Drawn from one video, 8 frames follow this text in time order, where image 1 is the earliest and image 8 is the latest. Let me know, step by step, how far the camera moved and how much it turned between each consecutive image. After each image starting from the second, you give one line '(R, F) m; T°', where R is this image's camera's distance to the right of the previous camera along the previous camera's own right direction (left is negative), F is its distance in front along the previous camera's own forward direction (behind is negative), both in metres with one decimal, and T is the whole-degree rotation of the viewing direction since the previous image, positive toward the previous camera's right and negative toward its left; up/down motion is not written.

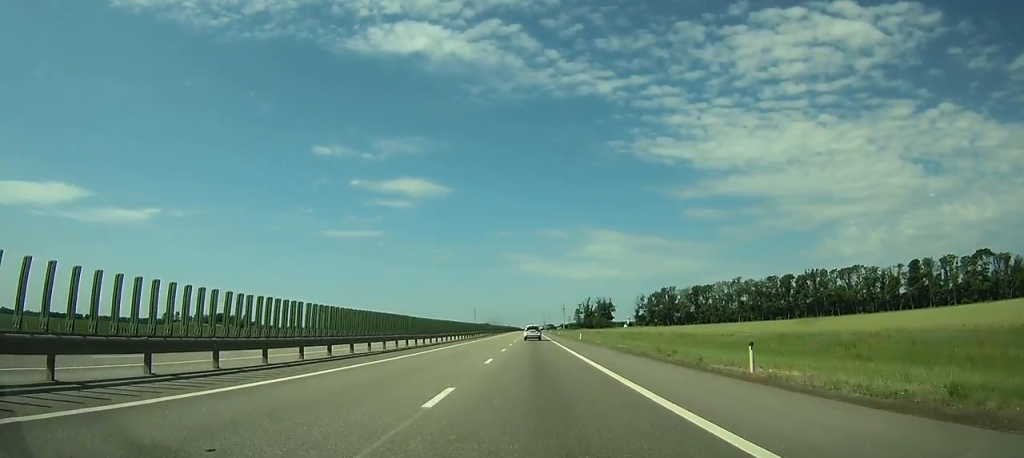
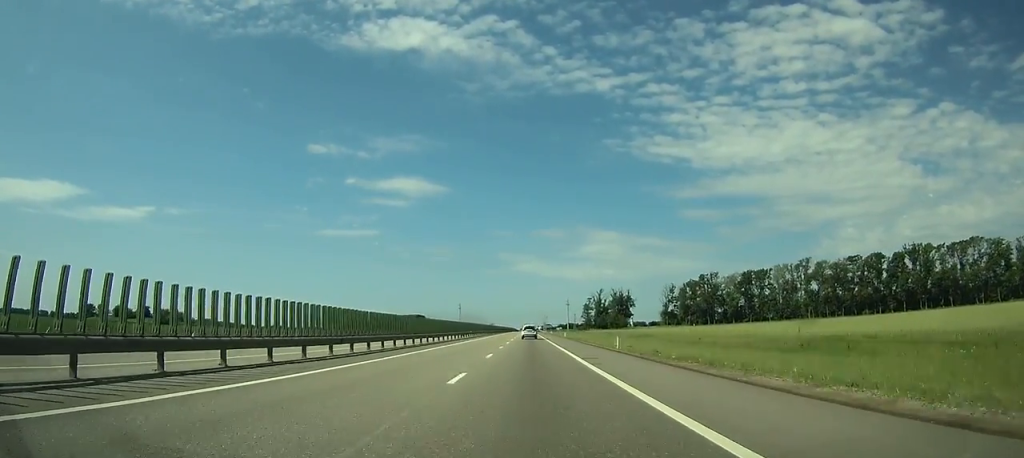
(+0.2, +80.8) m; 0°
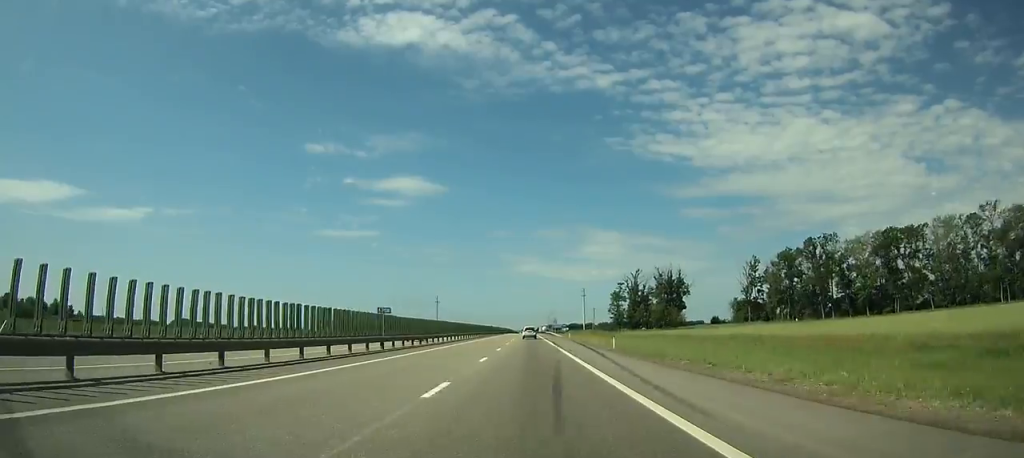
(+0.3, +101.3) m; 0°
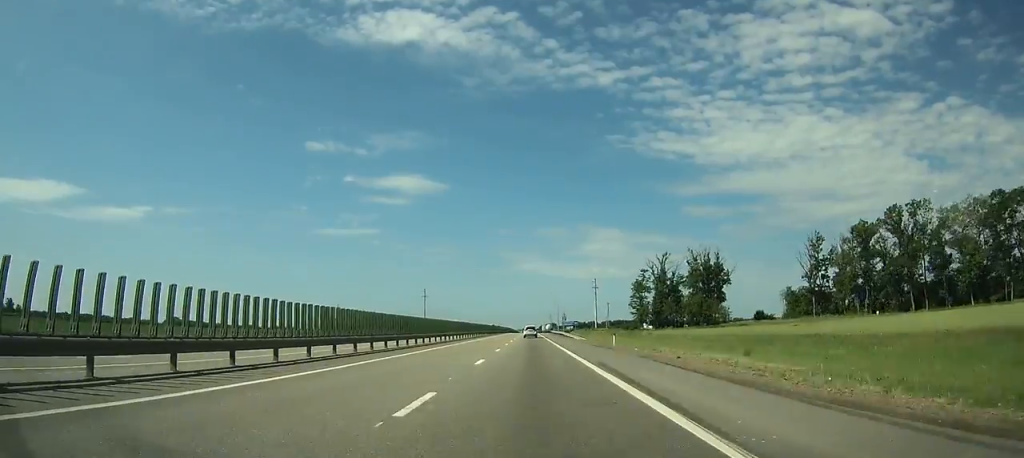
(0.0, +38.4) m; 0°
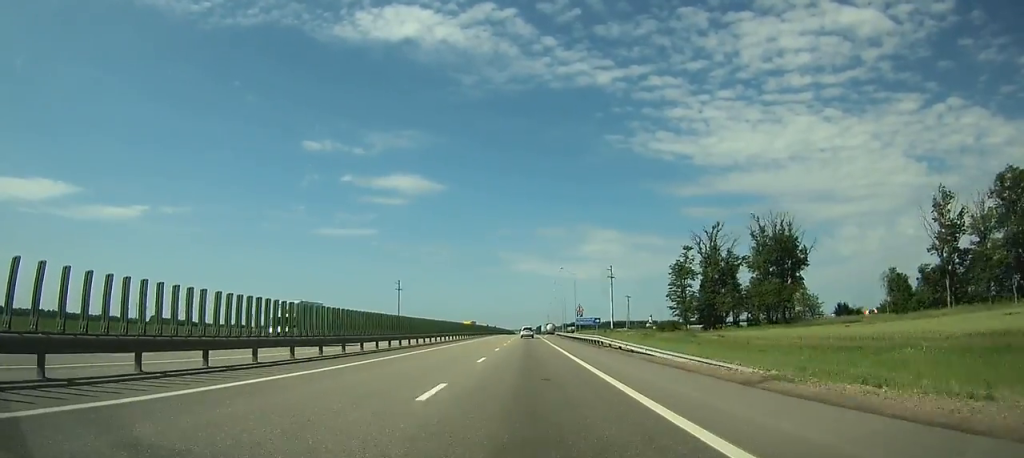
(-0.1, +46.0) m; 0°
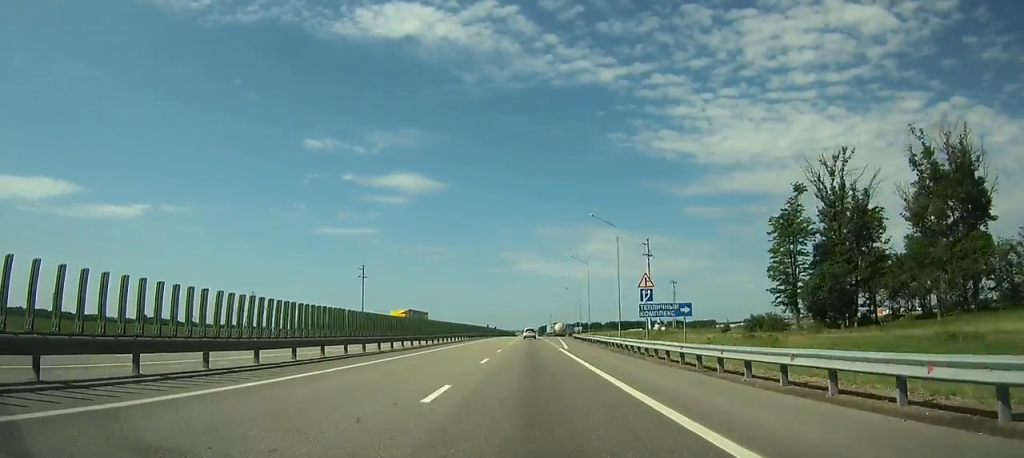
(-0.1, +47.1) m; 0°
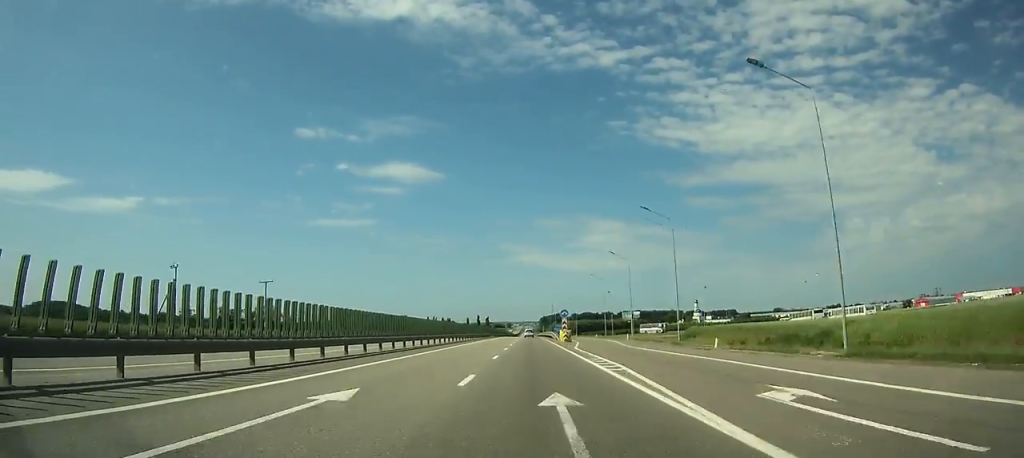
(-0.2, +212.8) m; 0°
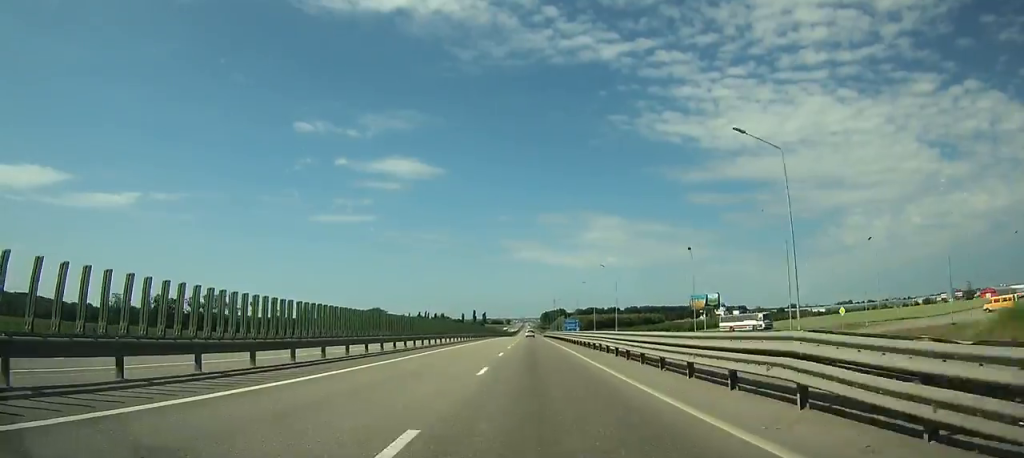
(-0.1, +83.4) m; 0°
